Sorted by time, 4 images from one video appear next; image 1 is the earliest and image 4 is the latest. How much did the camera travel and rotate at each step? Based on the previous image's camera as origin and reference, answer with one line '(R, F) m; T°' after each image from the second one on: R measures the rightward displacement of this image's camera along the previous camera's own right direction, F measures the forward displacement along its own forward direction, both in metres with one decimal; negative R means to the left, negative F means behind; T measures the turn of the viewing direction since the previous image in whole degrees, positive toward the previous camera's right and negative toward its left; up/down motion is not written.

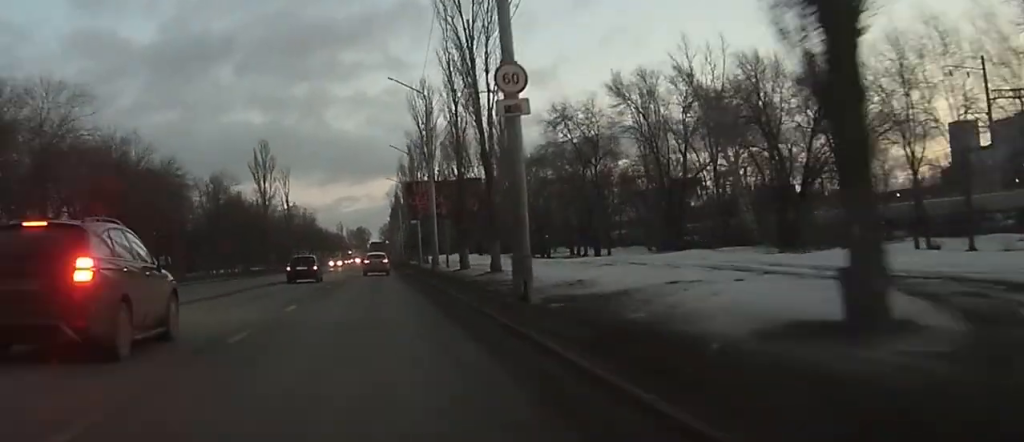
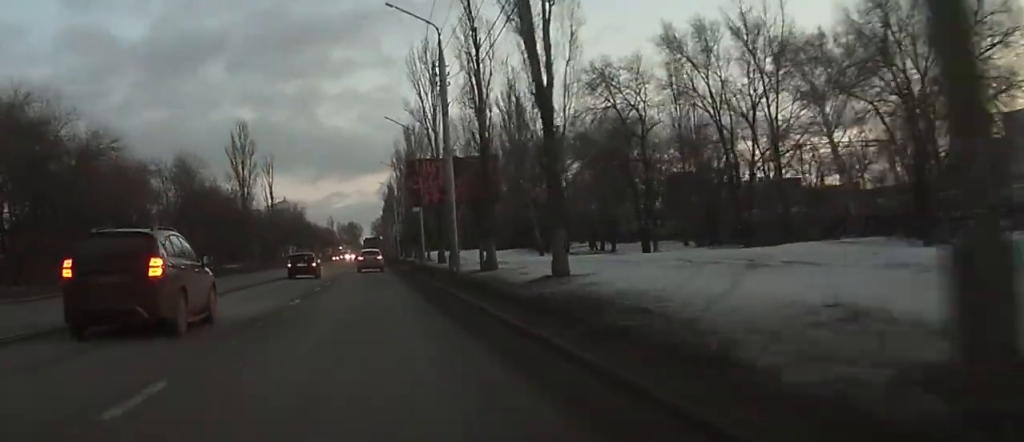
(+0.2, +14.6) m; +1°
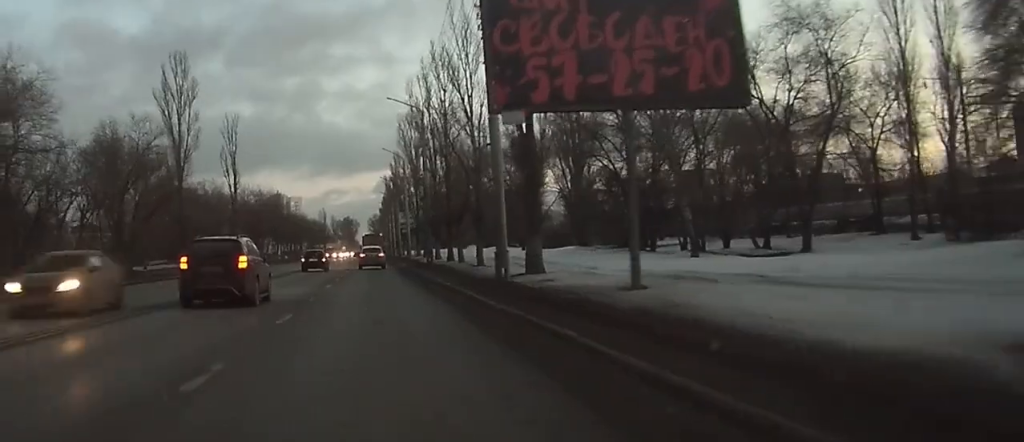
(+0.3, +39.7) m; +1°
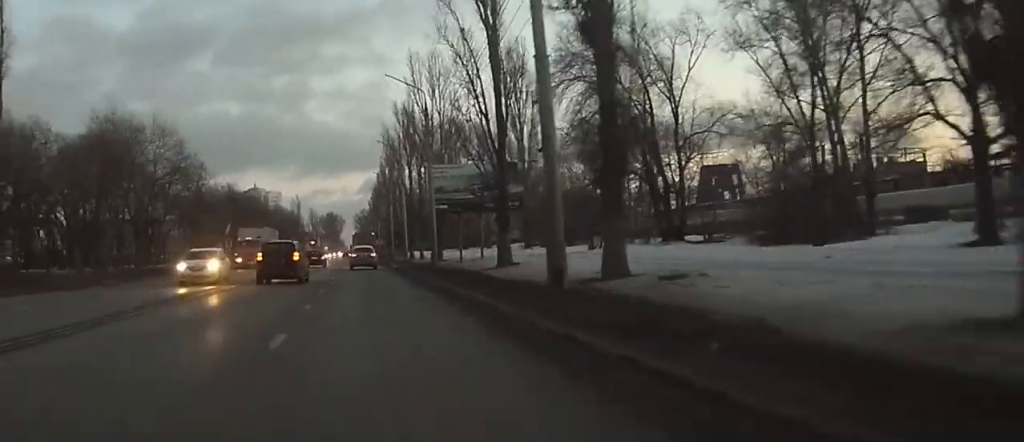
(+0.7, +70.6) m; +2°
